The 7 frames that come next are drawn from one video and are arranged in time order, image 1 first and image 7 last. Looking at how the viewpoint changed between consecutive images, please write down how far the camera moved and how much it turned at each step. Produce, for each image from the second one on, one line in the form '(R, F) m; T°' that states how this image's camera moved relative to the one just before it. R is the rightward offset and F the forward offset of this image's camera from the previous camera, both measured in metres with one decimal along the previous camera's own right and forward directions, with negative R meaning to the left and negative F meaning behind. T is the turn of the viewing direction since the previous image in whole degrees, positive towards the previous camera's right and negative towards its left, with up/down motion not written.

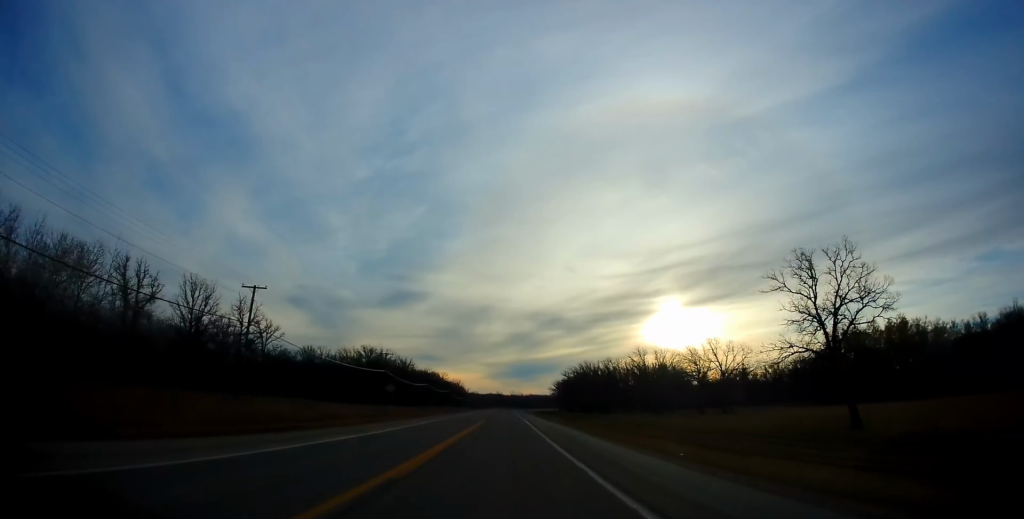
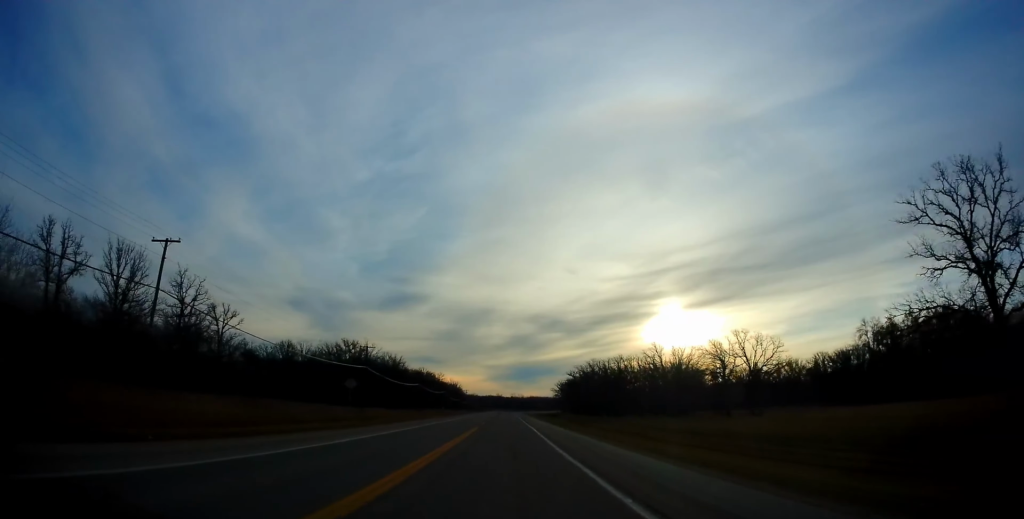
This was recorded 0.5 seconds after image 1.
(-0.1, +12.2) m; 0°
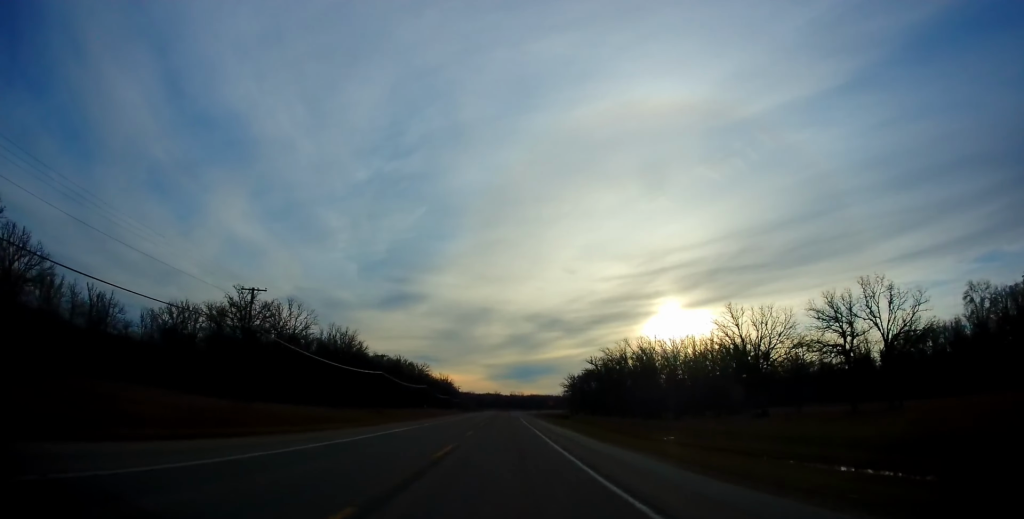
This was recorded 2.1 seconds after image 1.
(+0.1, +34.1) m; 0°
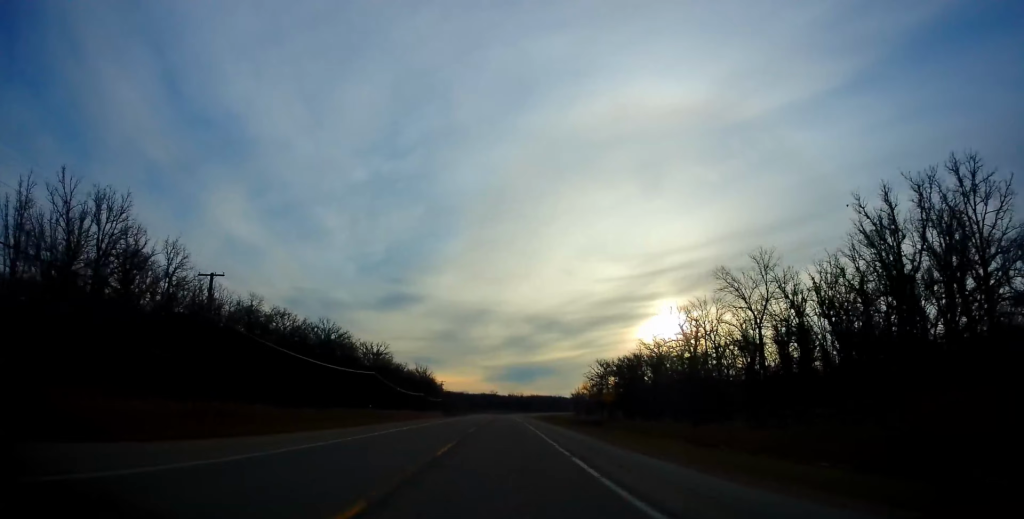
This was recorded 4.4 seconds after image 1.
(+1.6, +57.1) m; +2°
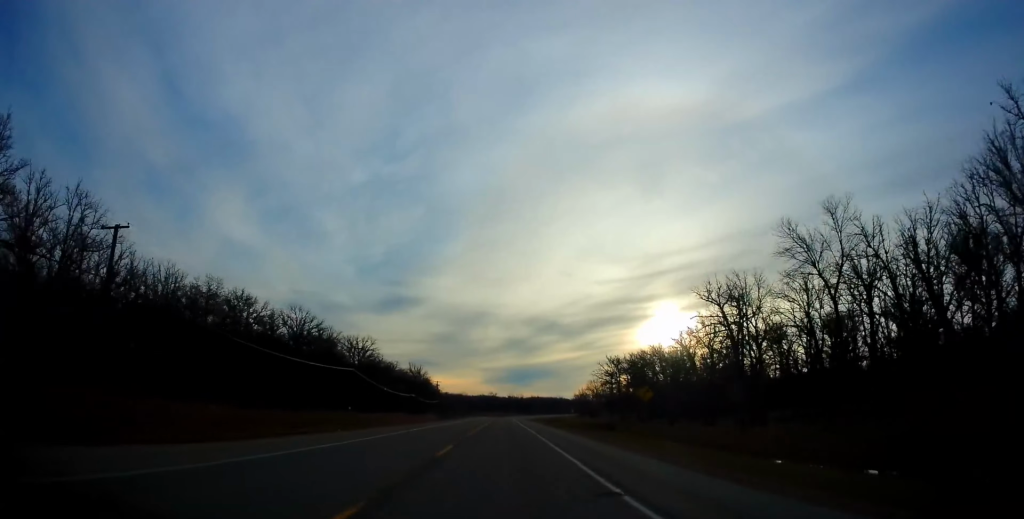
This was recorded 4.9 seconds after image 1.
(0.0, +13.6) m; 0°
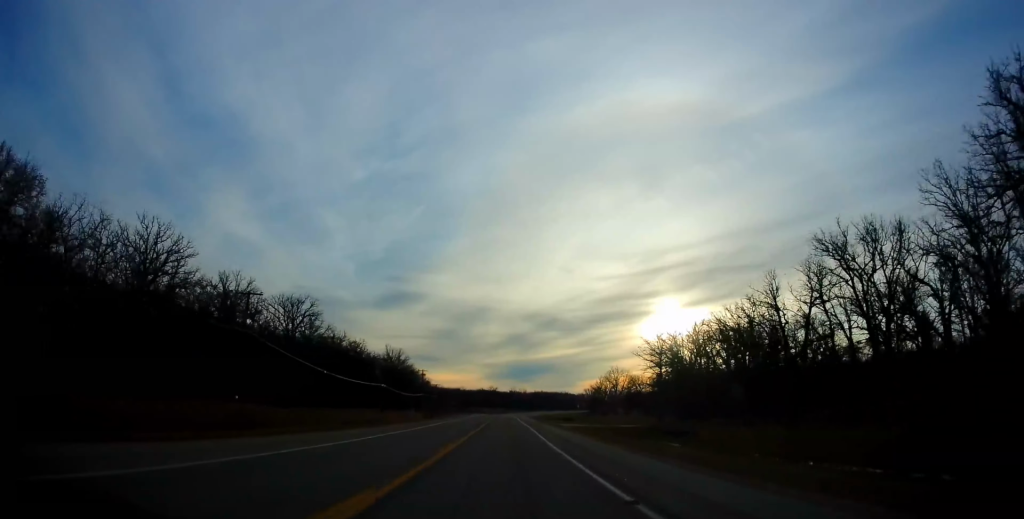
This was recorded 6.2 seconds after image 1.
(-0.7, +40.6) m; -1°
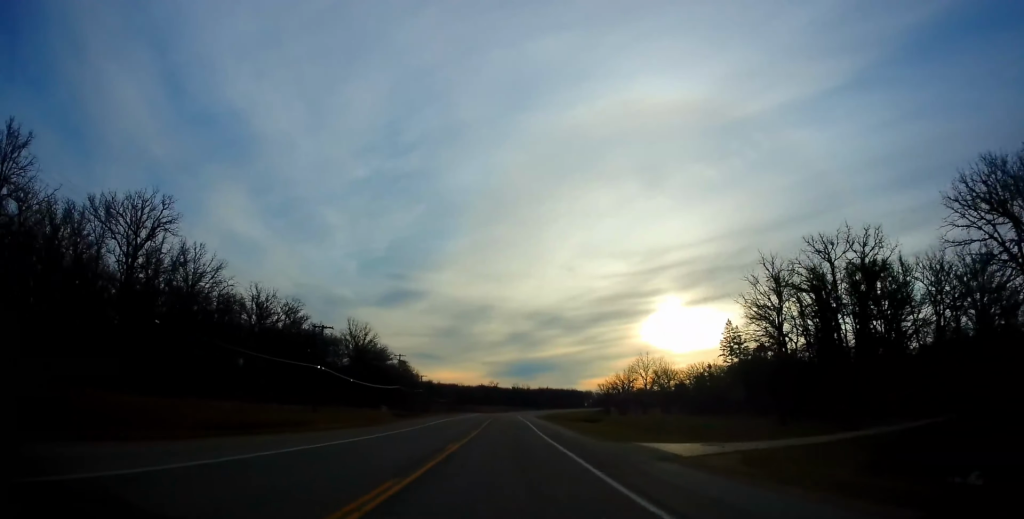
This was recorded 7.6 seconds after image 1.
(-0.1, +38.5) m; 0°
